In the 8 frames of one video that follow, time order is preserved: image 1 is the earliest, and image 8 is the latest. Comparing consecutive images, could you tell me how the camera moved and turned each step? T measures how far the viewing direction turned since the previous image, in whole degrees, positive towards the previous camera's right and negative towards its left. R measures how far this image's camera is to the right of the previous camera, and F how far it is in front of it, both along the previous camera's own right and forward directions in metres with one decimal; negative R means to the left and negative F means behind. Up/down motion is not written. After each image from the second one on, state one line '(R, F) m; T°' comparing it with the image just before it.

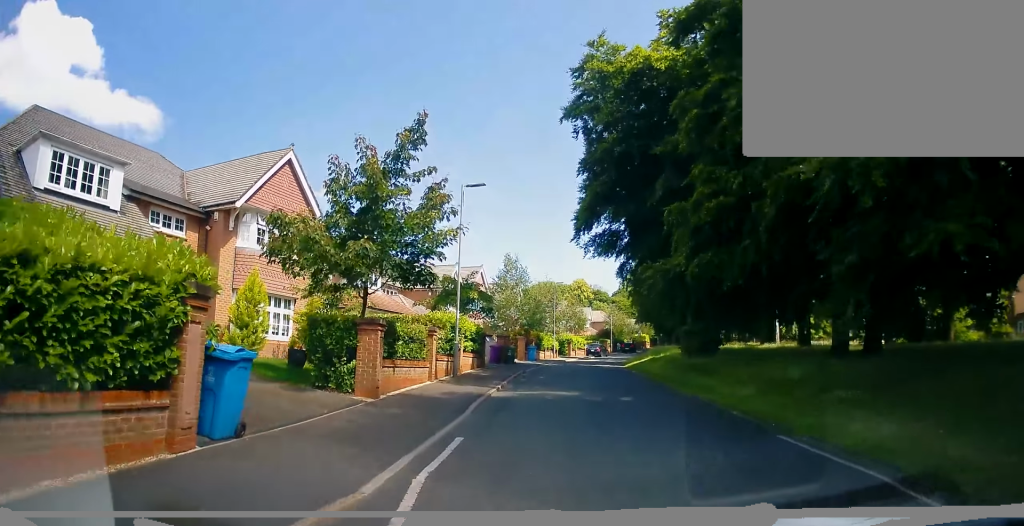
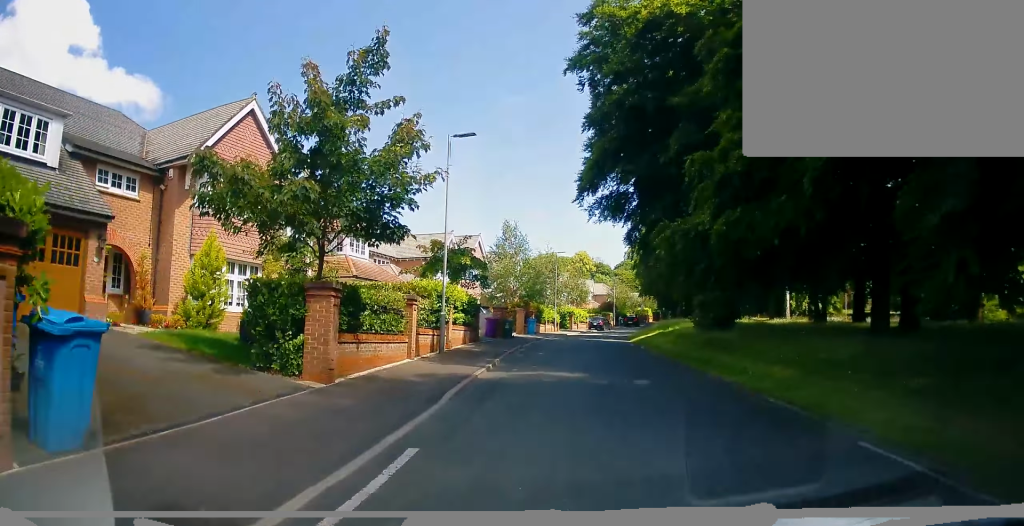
(-0.2, +3.1) m; -3°
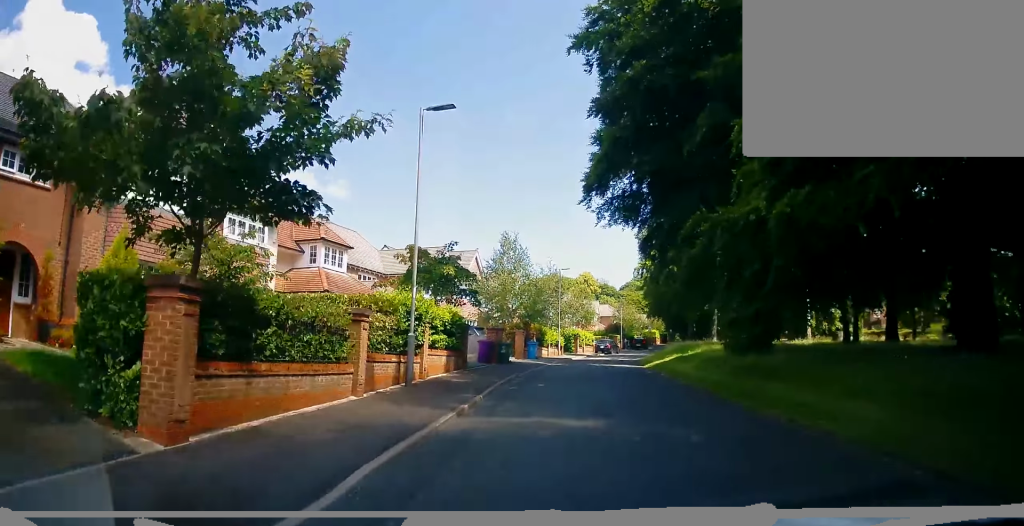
(+0.1, +4.4) m; +3°
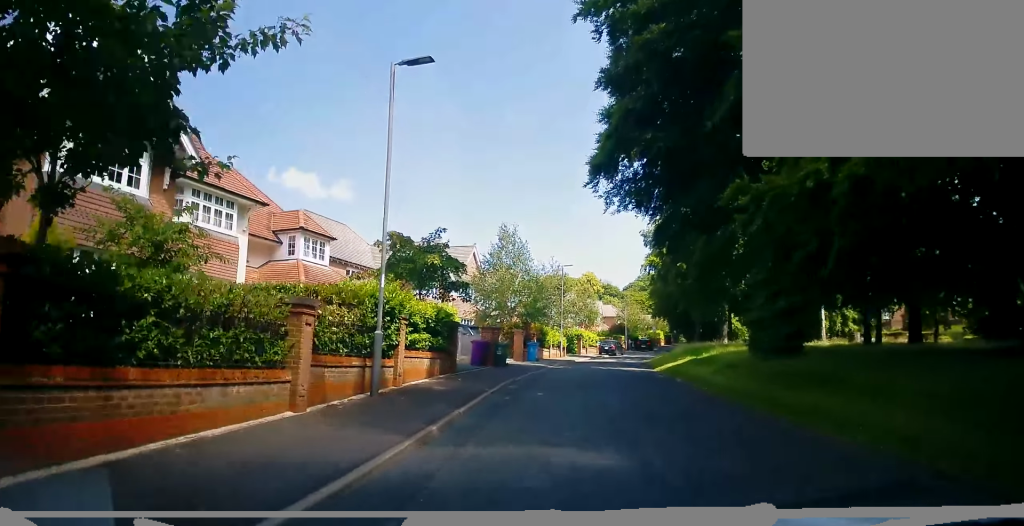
(+0.1, +2.6) m; 0°
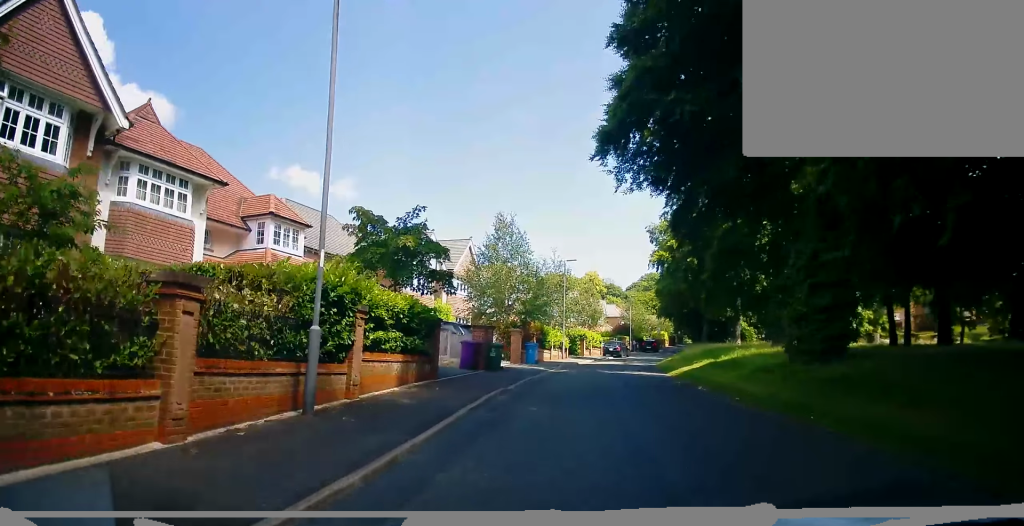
(+0.1, +2.8) m; -1°
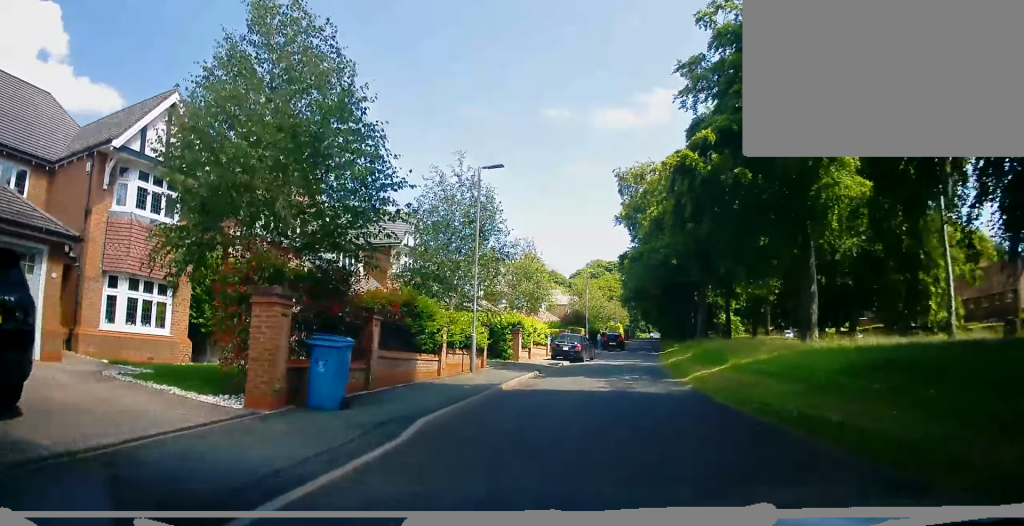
(-0.5, +20.7) m; +3°
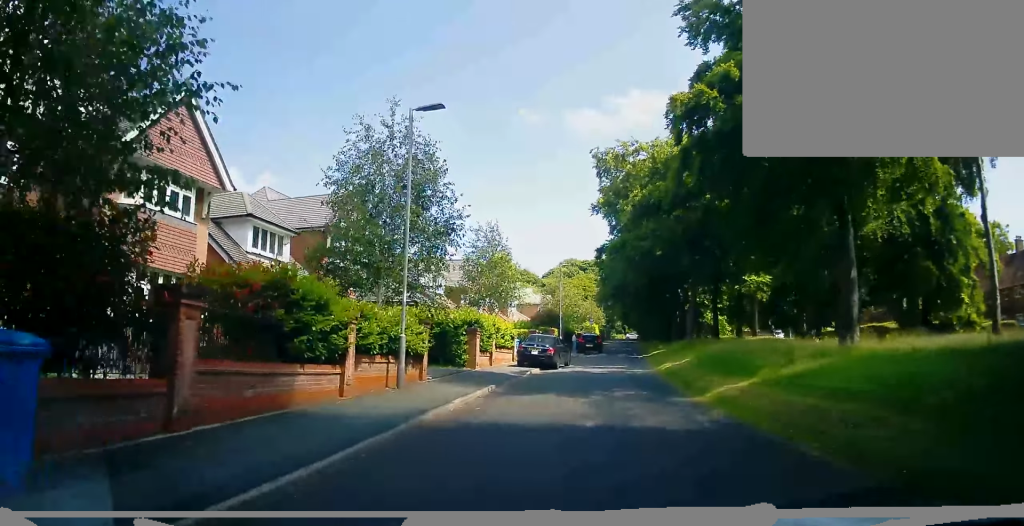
(+0.7, +5.6) m; +5°
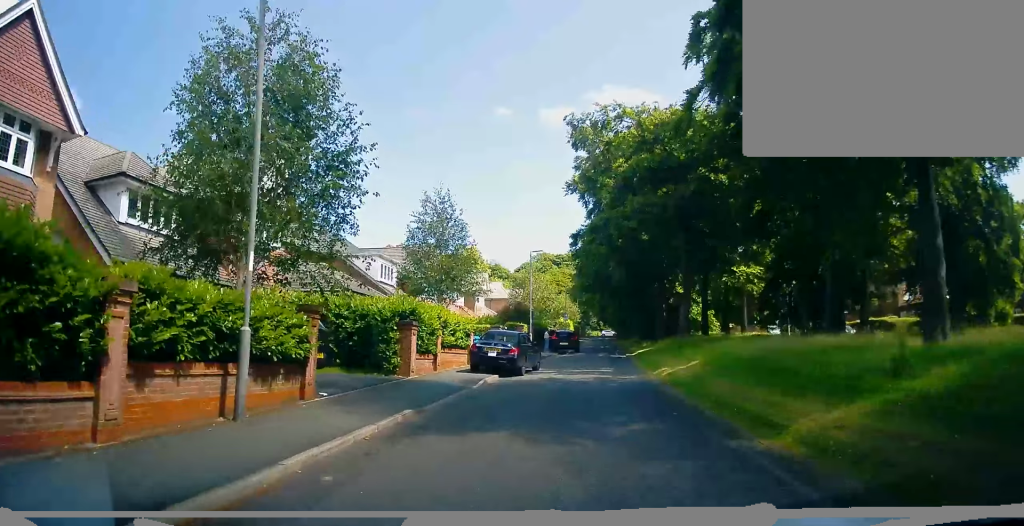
(0.0, +6.4) m; 0°
